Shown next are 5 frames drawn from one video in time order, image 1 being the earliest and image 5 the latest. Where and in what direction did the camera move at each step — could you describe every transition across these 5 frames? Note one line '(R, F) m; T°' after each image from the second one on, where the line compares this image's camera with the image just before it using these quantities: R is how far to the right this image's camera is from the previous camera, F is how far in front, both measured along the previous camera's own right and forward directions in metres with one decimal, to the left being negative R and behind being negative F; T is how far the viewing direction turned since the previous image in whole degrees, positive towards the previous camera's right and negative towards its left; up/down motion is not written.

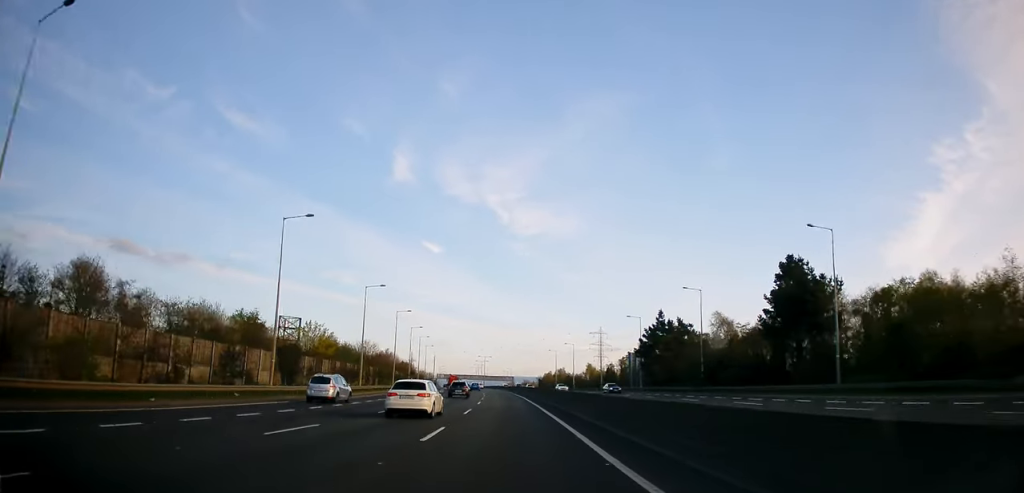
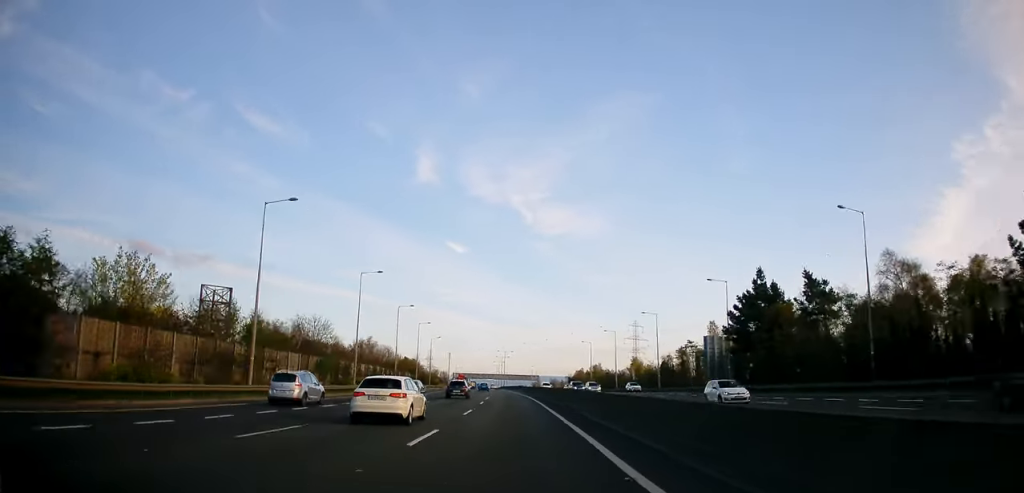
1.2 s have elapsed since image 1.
(-0.8, +37.4) m; -2°
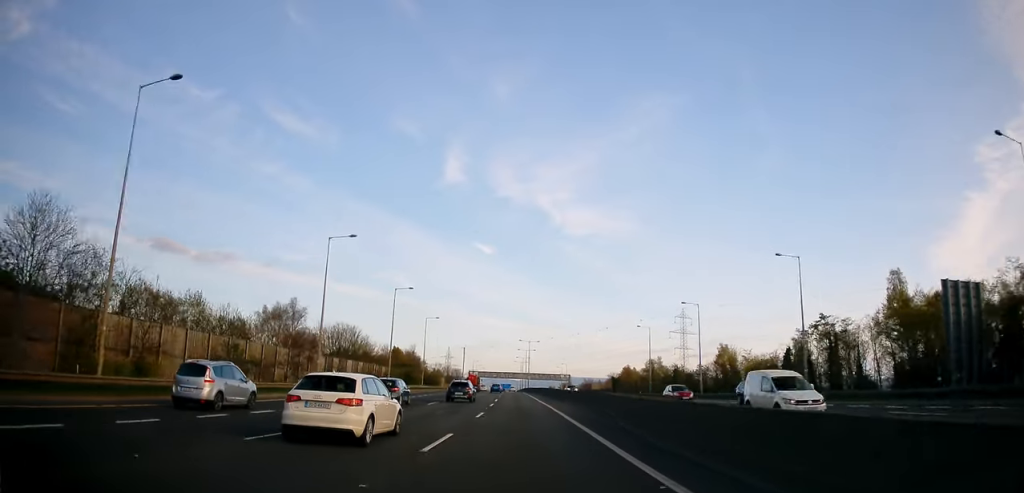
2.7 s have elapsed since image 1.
(-1.0, +48.7) m; -2°
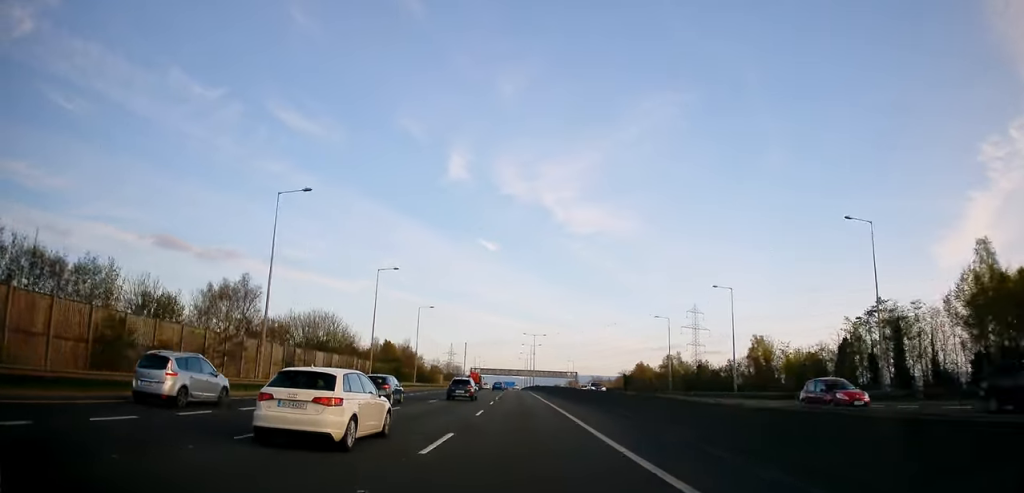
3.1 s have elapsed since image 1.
(-0.1, +12.7) m; -1°
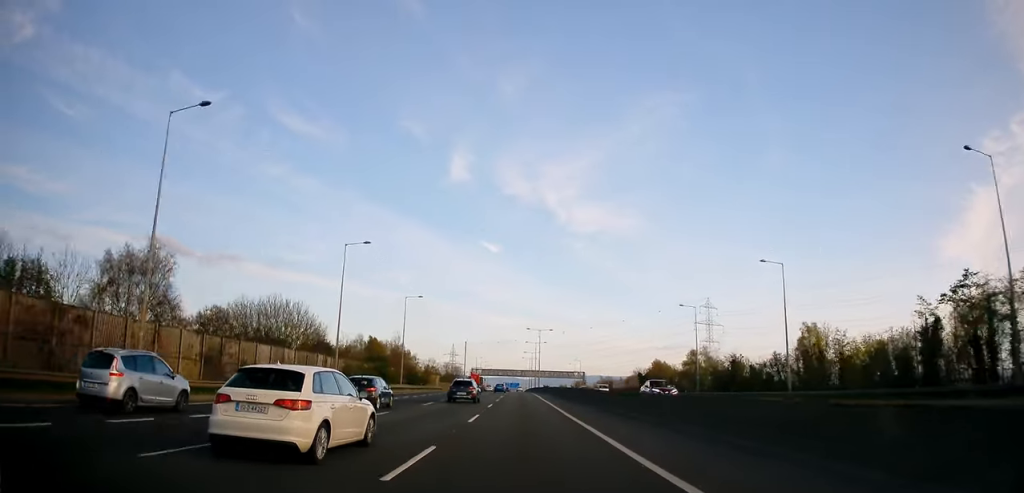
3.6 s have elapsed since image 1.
(-0.1, +15.2) m; 0°
